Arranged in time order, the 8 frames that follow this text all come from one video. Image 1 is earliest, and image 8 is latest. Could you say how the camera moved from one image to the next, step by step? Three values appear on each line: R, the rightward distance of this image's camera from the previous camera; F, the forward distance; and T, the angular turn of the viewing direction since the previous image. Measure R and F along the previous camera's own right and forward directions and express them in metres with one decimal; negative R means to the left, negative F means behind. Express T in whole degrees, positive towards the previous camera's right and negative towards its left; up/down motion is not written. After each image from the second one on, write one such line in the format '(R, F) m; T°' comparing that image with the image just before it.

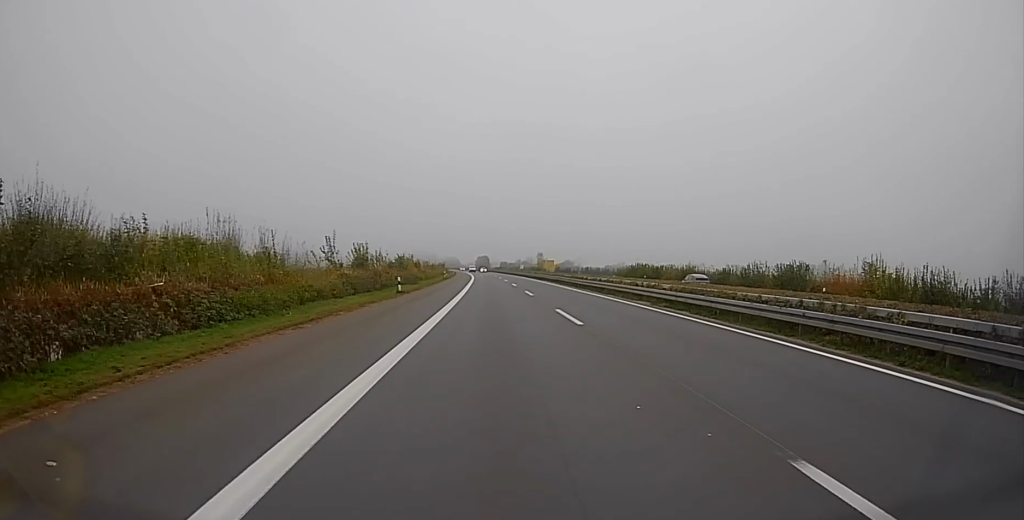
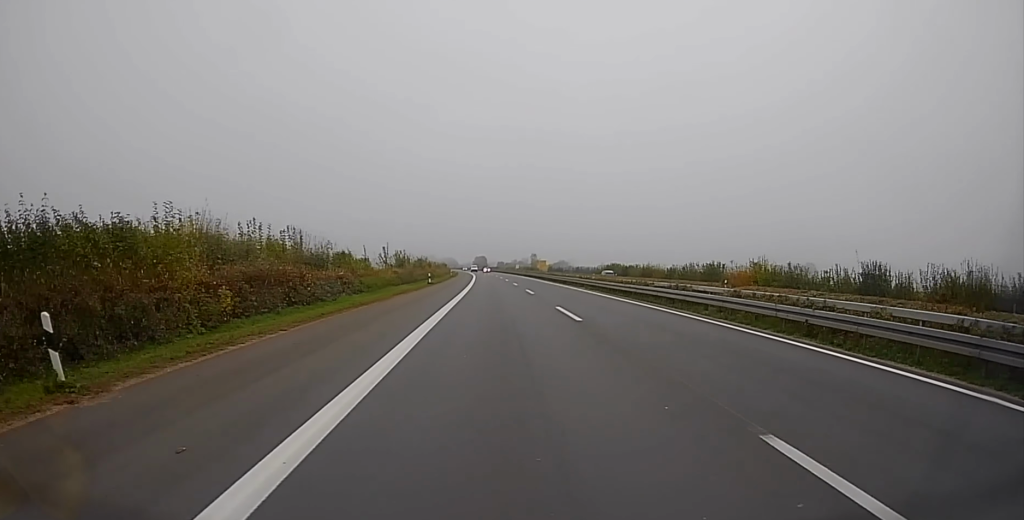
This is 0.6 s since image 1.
(+0.3, +18.7) m; 0°
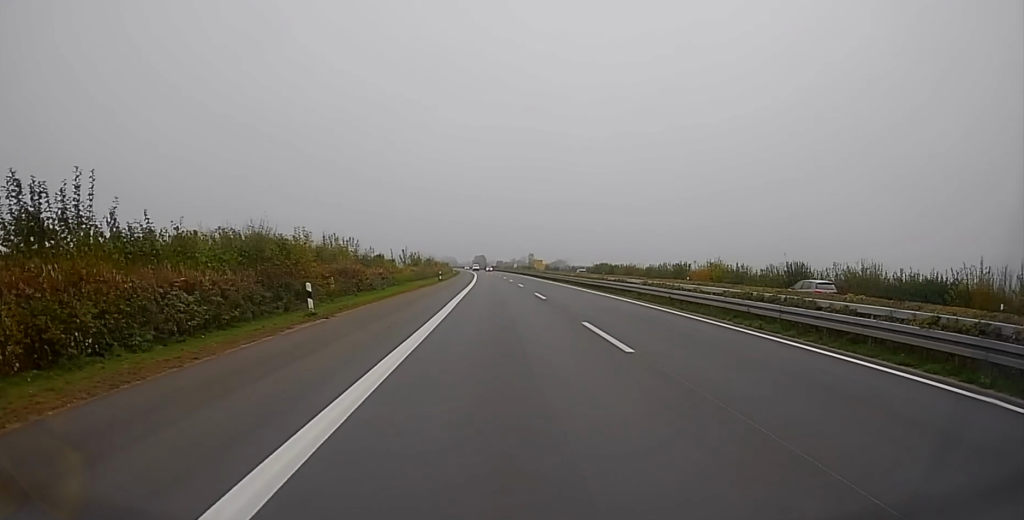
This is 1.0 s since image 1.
(+0.1, +11.8) m; 0°
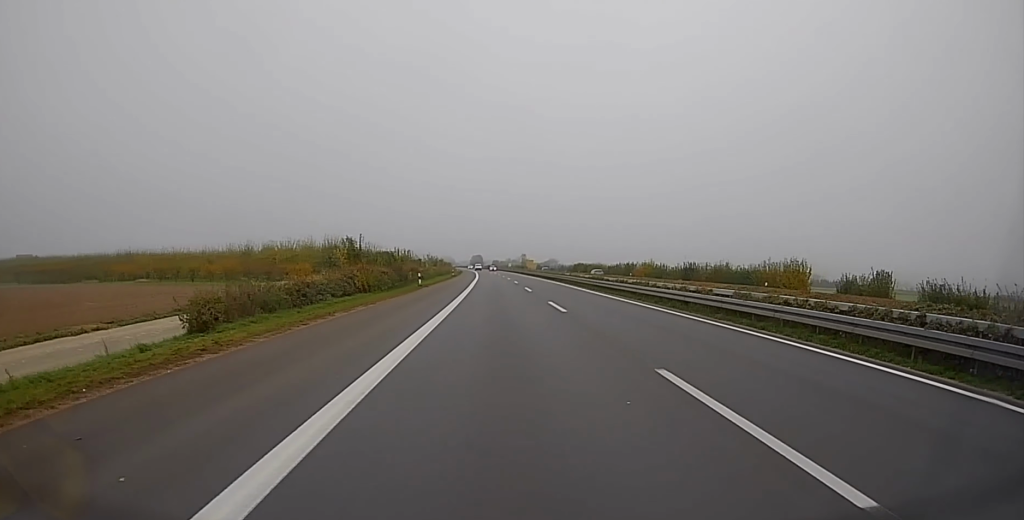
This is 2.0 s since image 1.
(0.0, +28.5) m; +1°
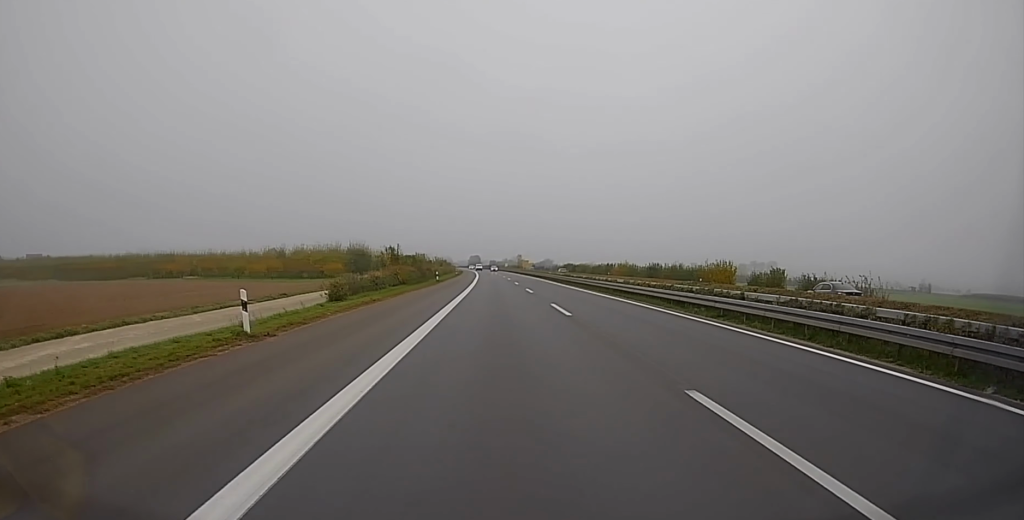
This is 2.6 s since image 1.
(+0.3, +16.7) m; 0°
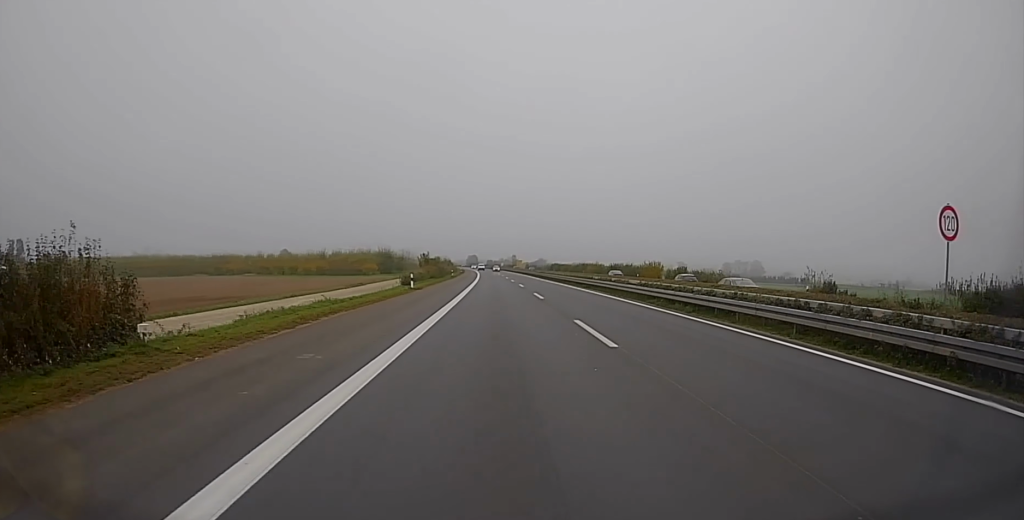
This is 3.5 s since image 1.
(-0.3, +27.7) m; 0°
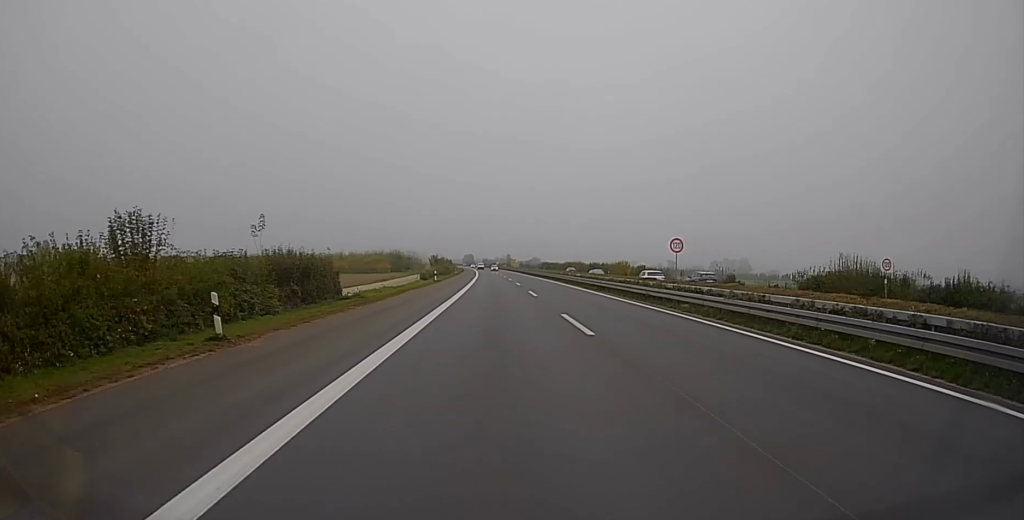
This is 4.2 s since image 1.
(-0.1, +20.8) m; 0°
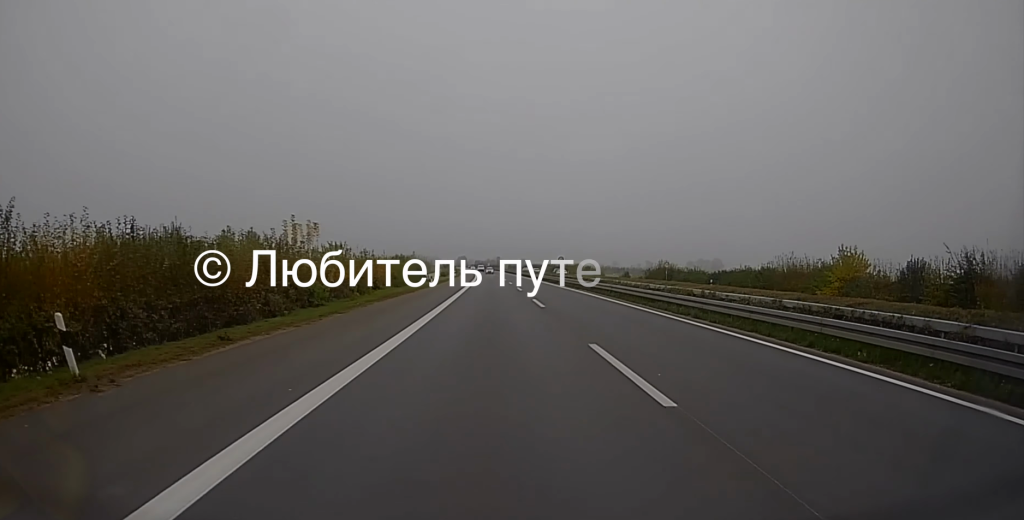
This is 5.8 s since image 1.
(+0.4, +47.8) m; 0°
